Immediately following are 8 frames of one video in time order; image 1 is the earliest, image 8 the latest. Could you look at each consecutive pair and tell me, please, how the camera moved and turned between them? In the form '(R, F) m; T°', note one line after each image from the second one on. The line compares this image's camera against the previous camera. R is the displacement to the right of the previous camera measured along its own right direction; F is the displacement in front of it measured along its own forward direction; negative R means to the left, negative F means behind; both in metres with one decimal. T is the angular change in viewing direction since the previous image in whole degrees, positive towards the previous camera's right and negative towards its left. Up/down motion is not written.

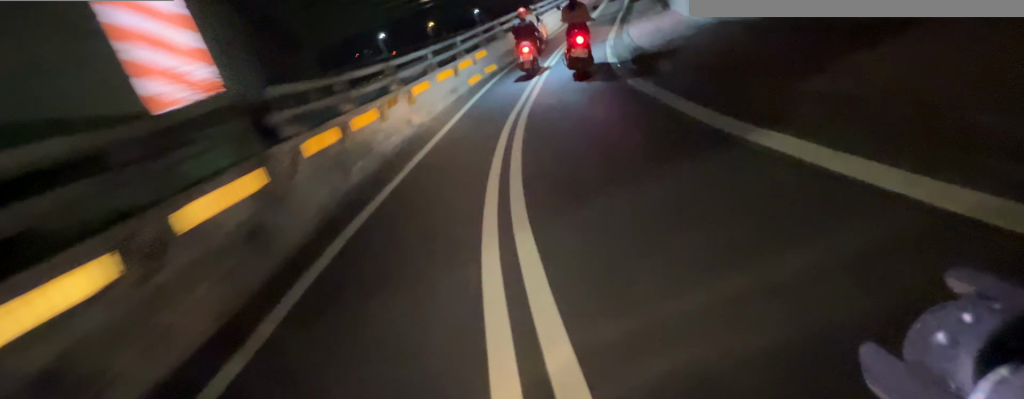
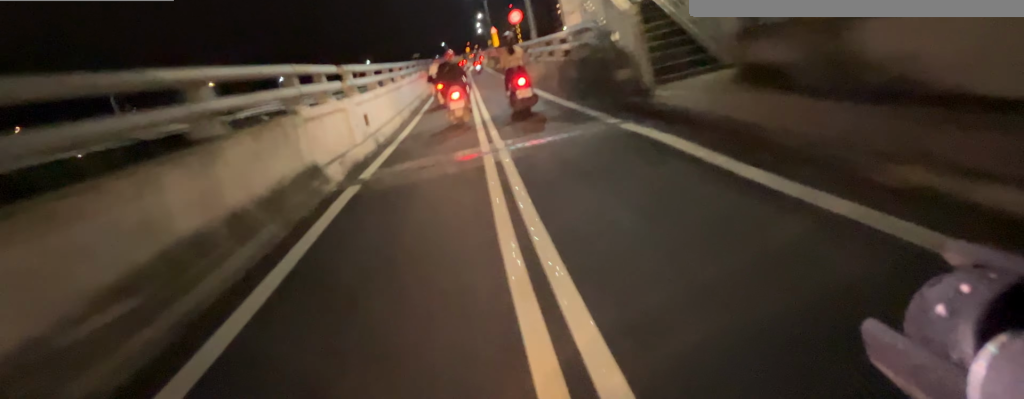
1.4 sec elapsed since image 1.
(+7.9, +19.4) m; +21°
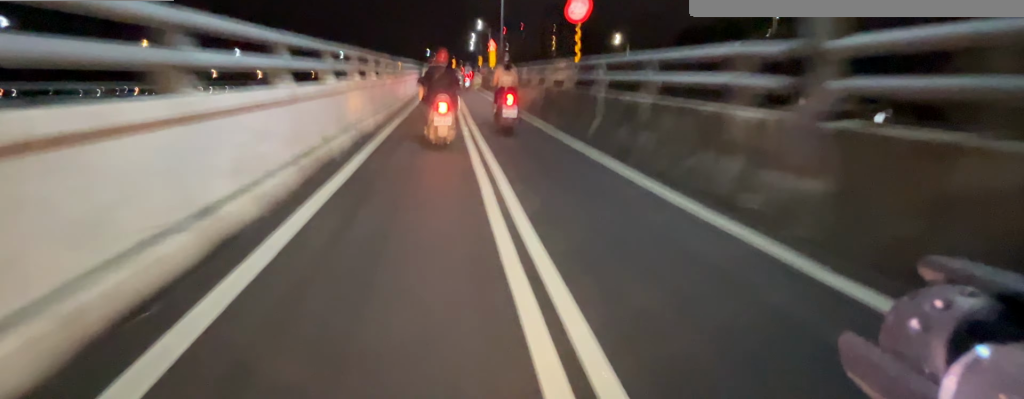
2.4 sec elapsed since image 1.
(-0.5, +16.1) m; -4°
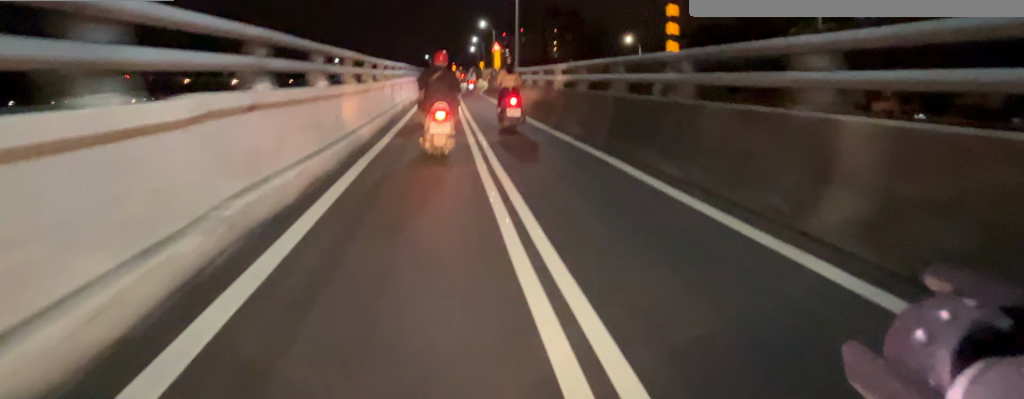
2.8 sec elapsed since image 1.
(-0.1, +6.0) m; -1°
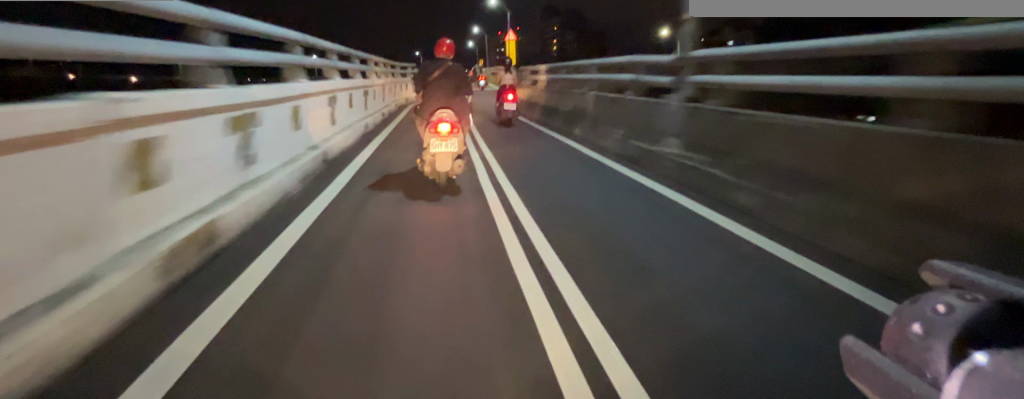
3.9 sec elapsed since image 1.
(-0.6, +15.1) m; -1°
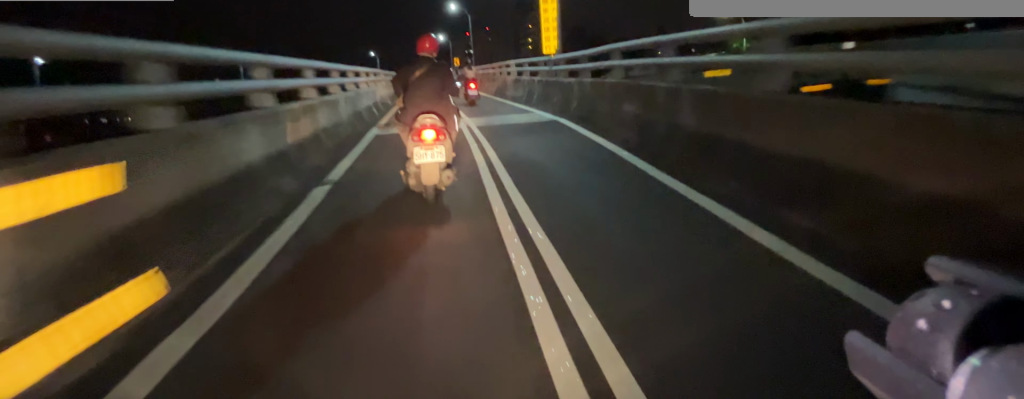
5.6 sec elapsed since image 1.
(+0.3, +19.8) m; +1°
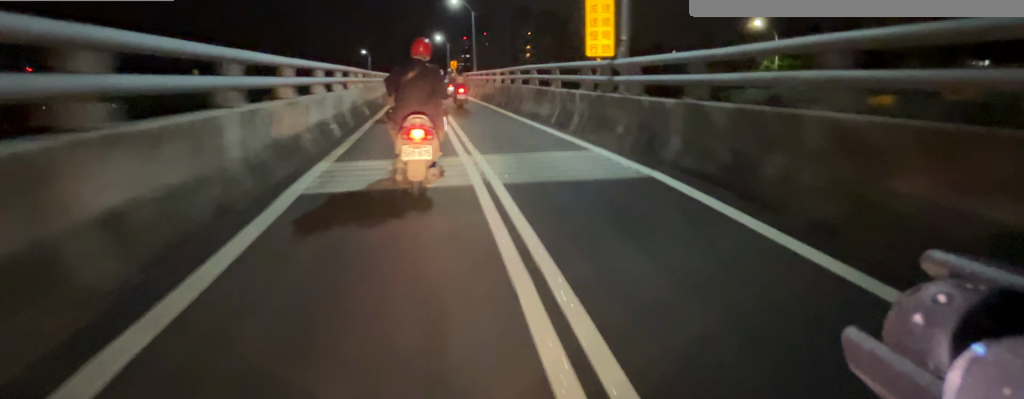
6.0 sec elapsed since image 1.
(0.0, +4.5) m; 0°
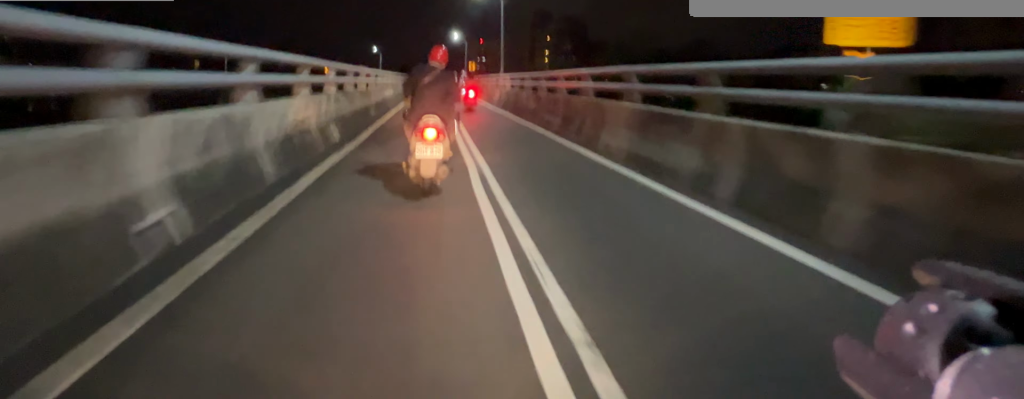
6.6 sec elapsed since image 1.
(0.0, +5.9) m; 0°
